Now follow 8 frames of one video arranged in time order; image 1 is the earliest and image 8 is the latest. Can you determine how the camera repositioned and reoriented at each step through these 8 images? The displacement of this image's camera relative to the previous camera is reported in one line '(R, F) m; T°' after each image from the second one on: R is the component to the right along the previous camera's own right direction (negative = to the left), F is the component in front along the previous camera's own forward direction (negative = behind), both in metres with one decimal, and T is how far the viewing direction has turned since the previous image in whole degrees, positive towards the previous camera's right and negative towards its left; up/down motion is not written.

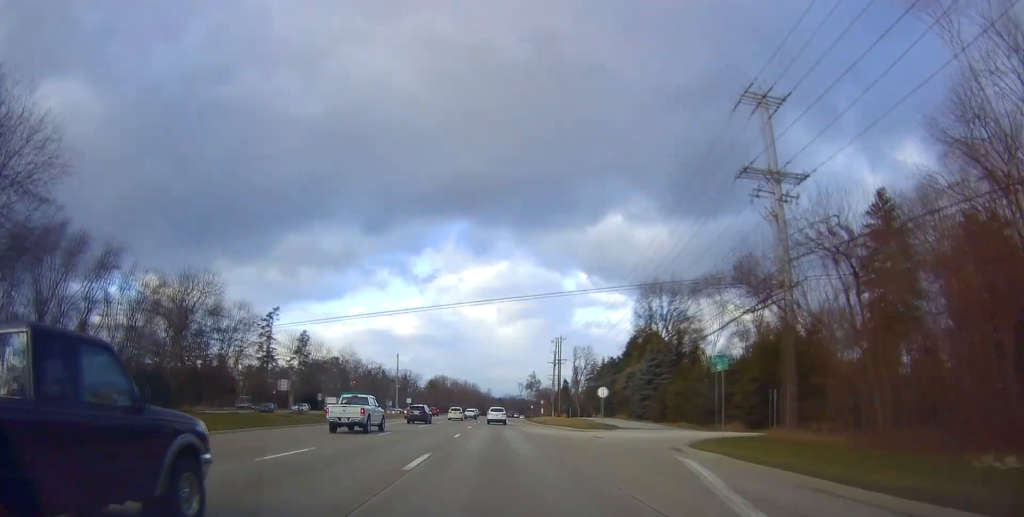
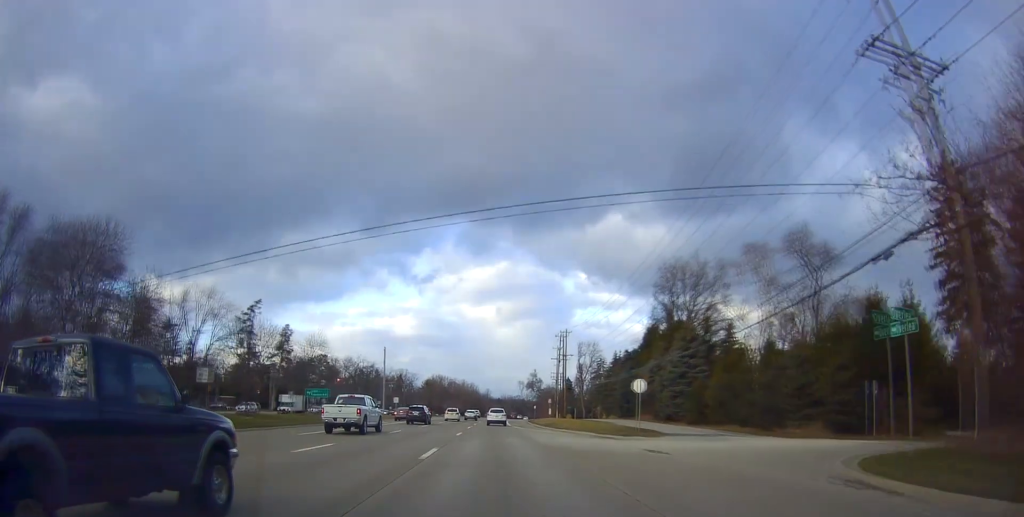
(-0.4, +12.2) m; 0°
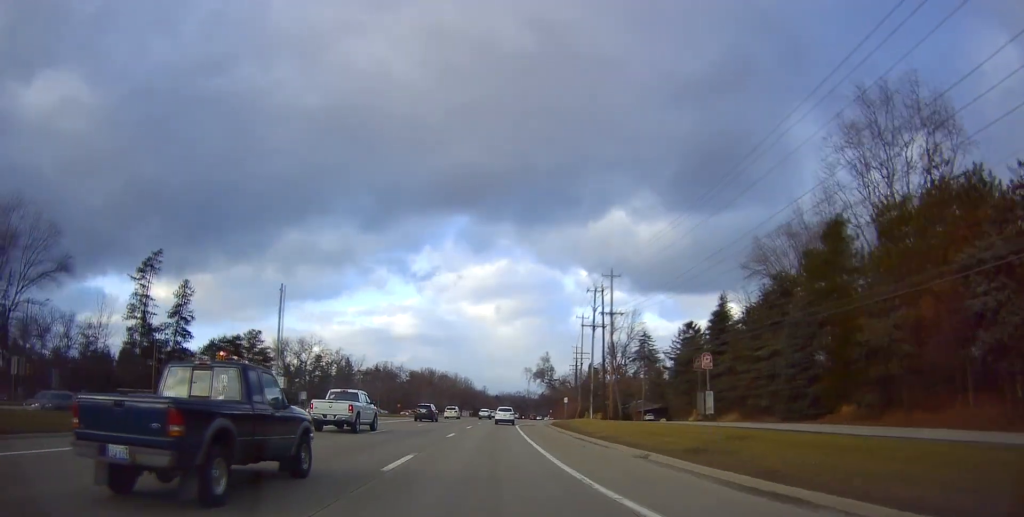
(+1.1, +49.2) m; +1°
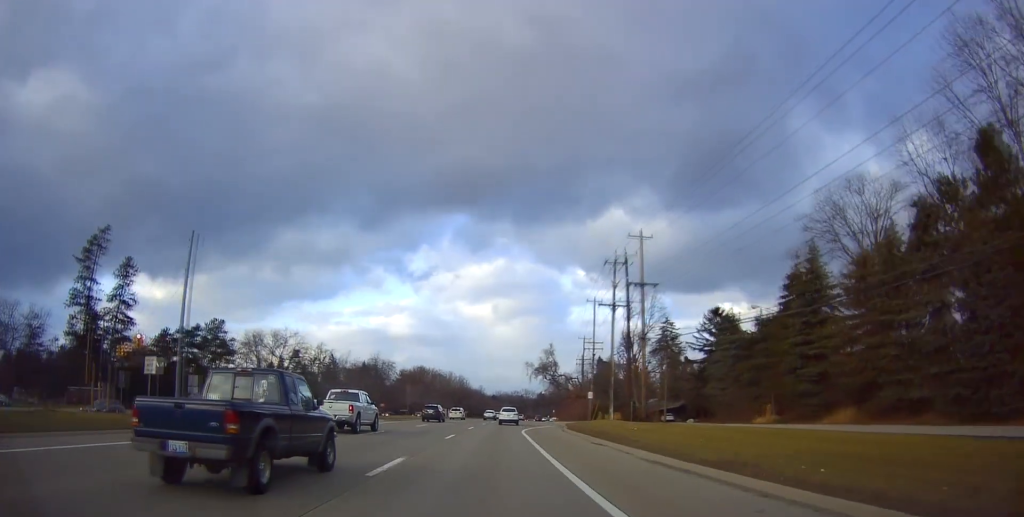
(-0.1, +16.9) m; 0°
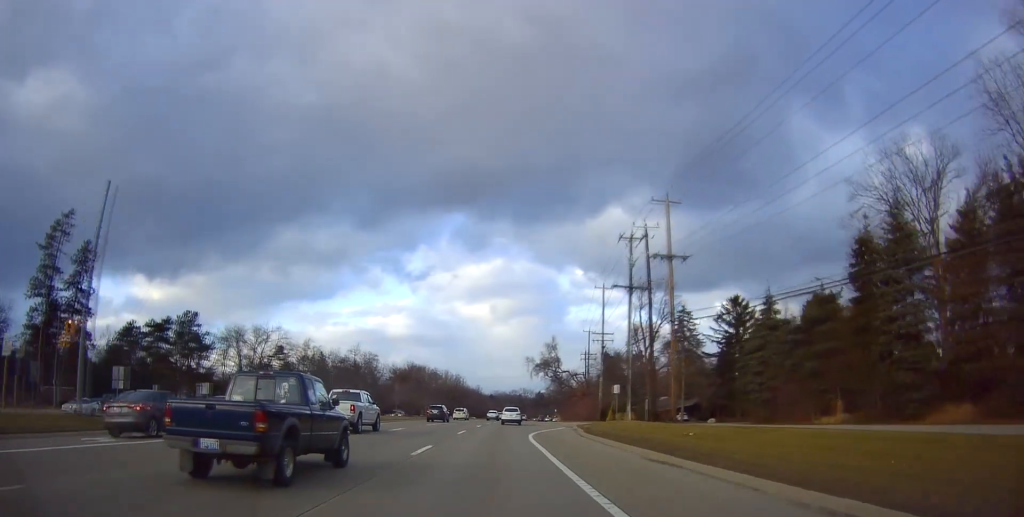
(-0.2, +10.0) m; 0°
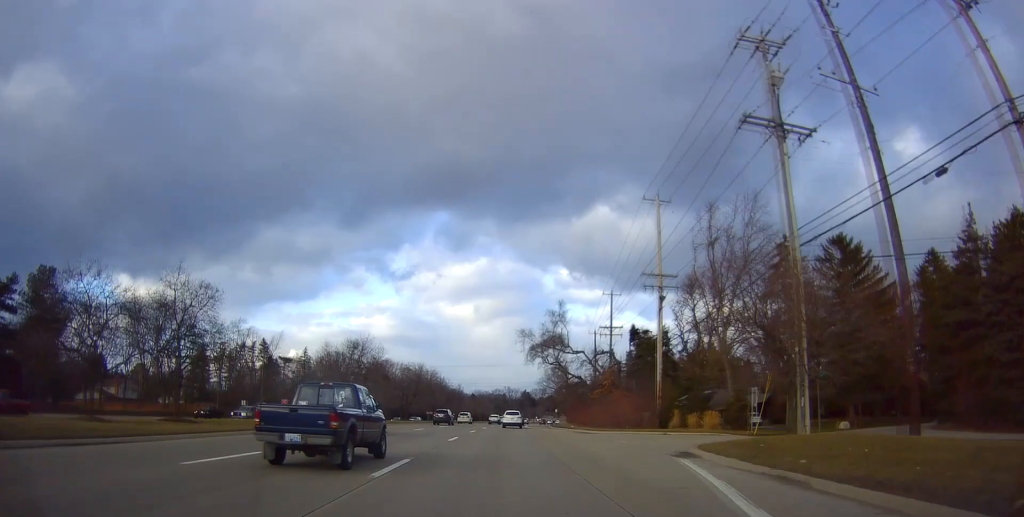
(+0.5, +36.6) m; +1°
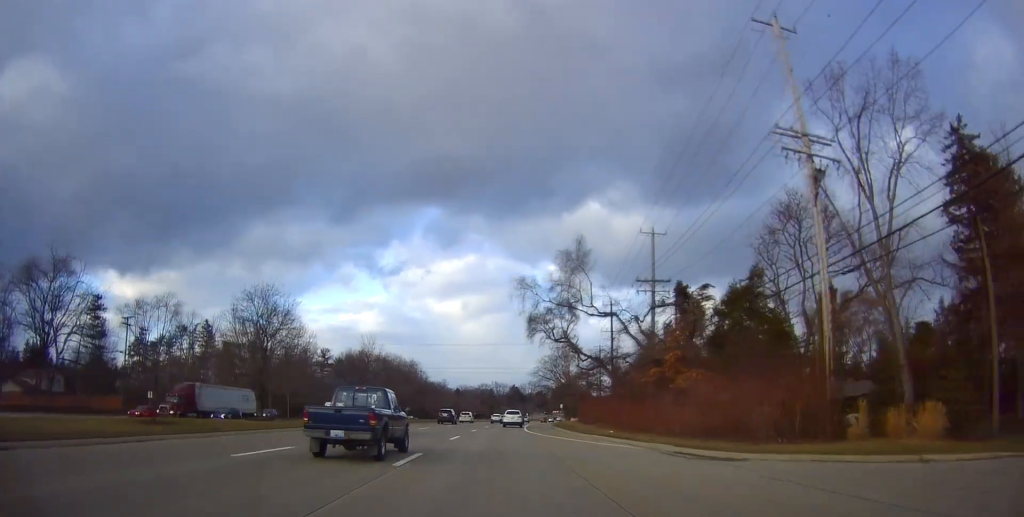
(0.0, +26.4) m; +1°
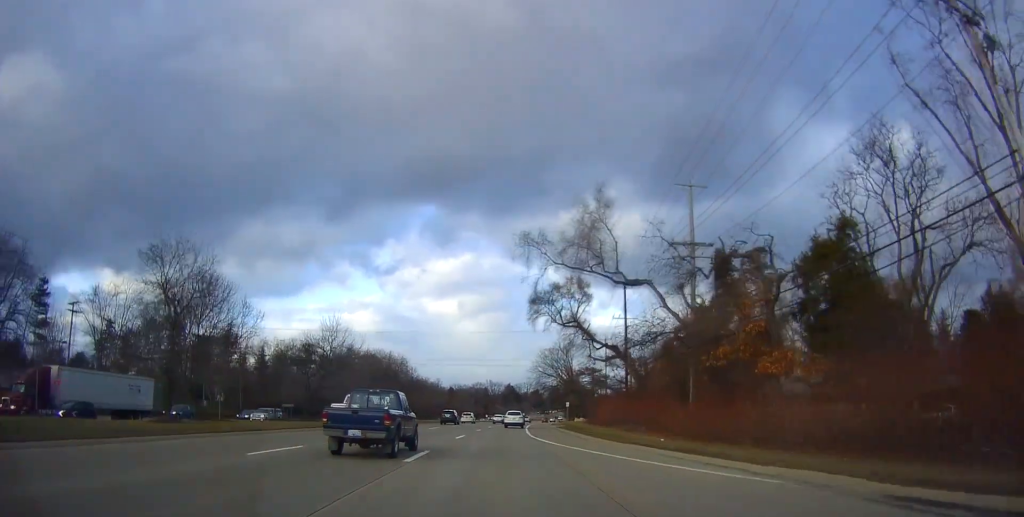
(0.0, +12.1) m; +1°
